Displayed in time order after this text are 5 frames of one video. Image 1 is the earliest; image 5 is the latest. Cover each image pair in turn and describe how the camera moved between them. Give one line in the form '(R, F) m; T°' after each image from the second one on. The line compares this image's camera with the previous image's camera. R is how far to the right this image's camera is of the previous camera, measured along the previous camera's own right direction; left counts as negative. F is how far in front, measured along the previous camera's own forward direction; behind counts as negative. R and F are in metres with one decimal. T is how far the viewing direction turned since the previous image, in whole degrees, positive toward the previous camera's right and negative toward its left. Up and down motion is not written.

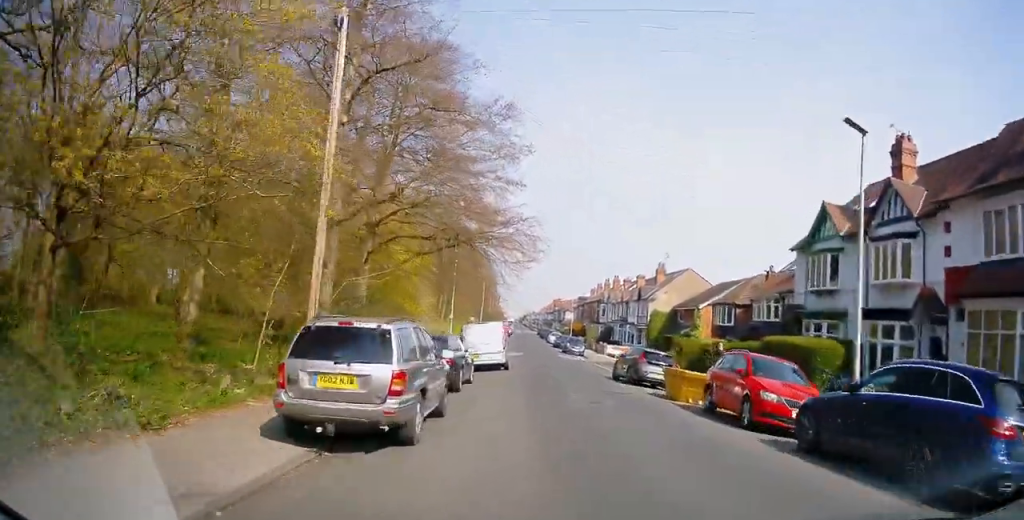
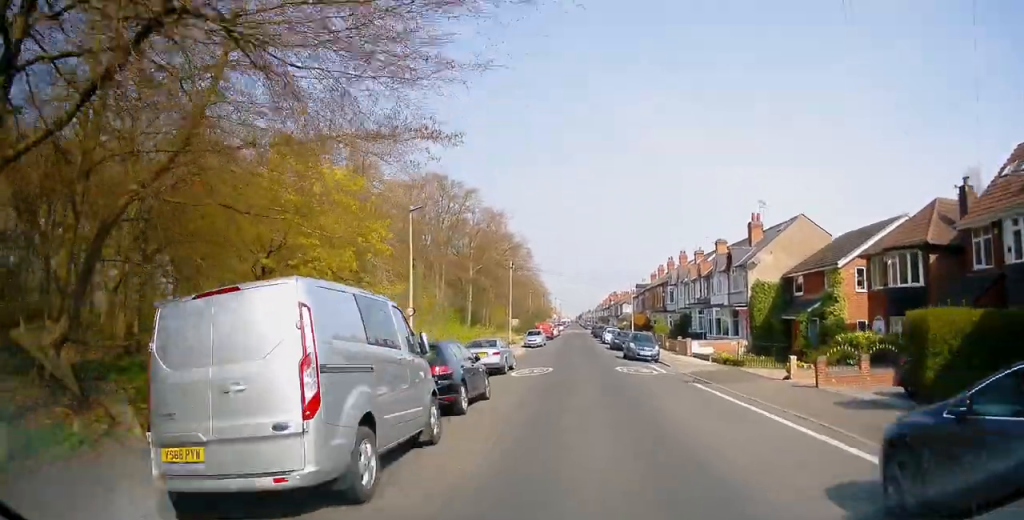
(-1.5, +17.3) m; -9°
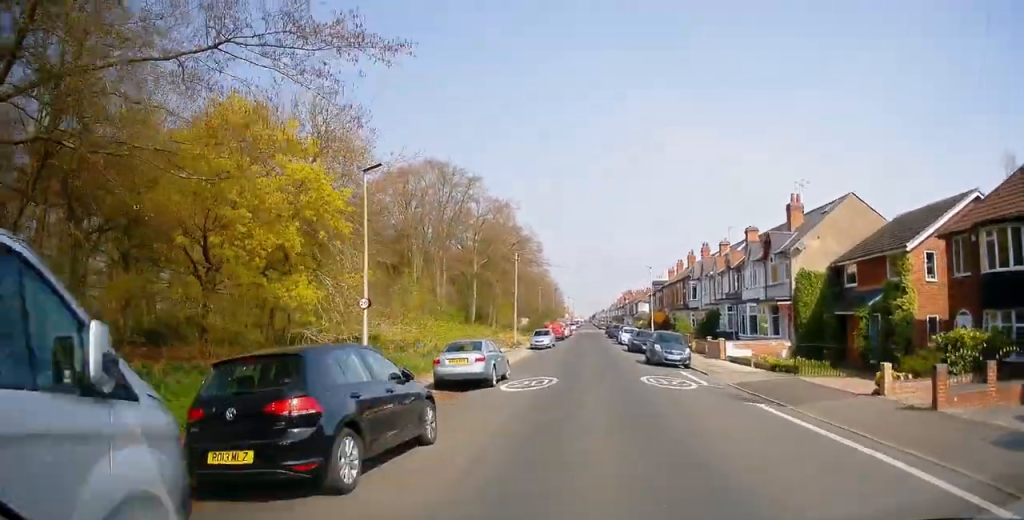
(-0.1, +5.5) m; -1°
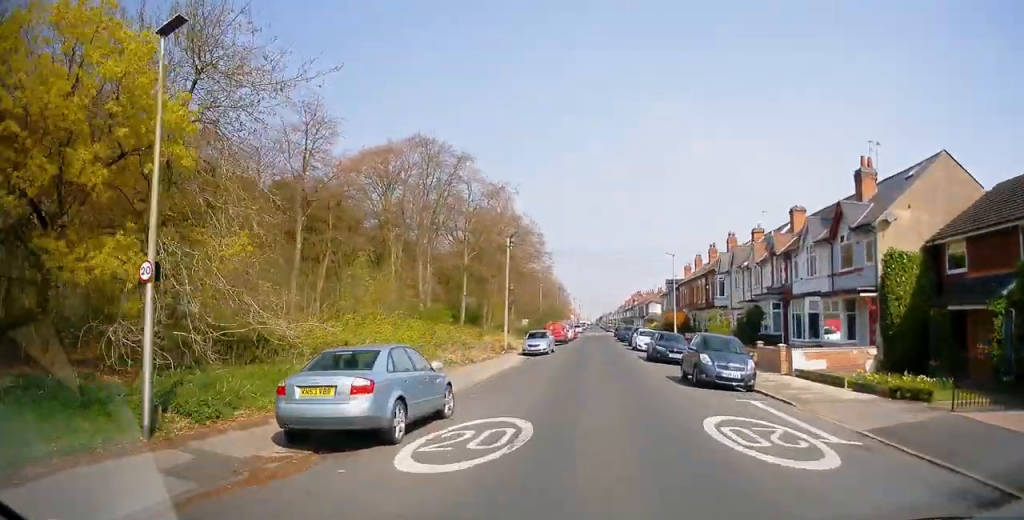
(0.0, +9.3) m; 0°
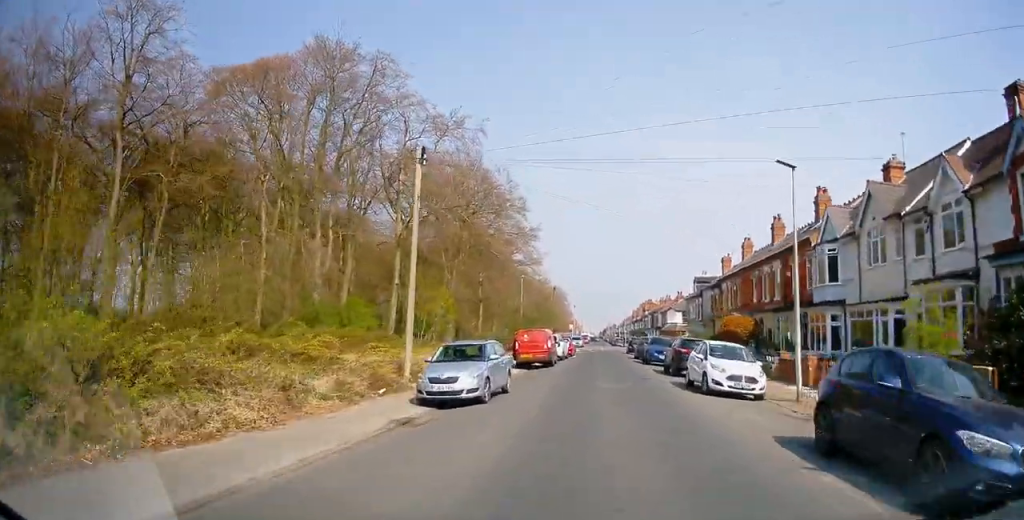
(-1.1, +23.3) m; -4°
